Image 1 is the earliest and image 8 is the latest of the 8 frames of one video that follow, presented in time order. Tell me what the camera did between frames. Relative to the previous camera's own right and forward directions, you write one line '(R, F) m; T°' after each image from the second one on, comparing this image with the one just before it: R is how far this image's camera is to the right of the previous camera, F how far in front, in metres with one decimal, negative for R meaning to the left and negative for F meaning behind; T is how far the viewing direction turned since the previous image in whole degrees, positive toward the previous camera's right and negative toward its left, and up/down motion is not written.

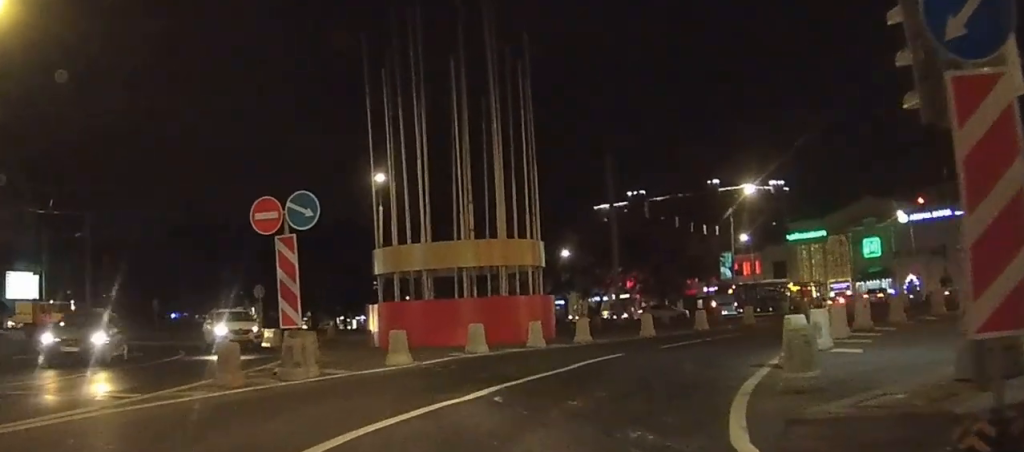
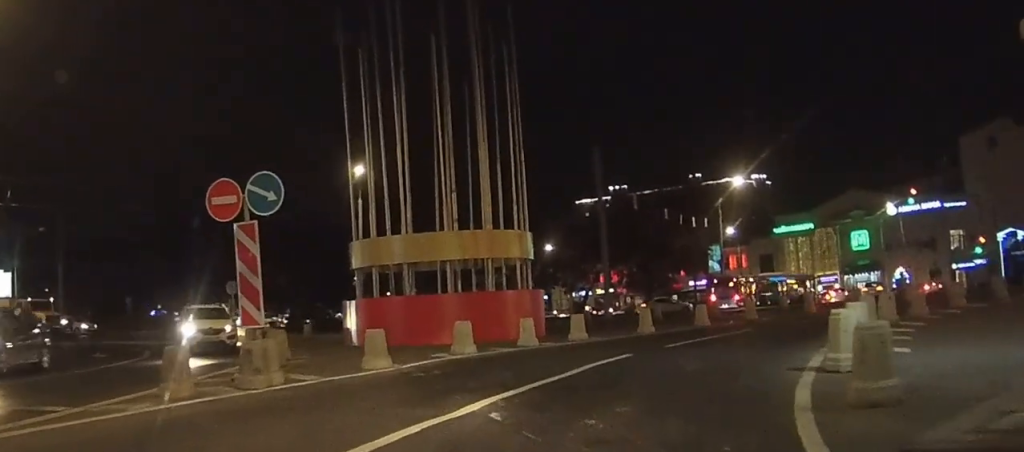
(0.0, +2.0) m; +2°
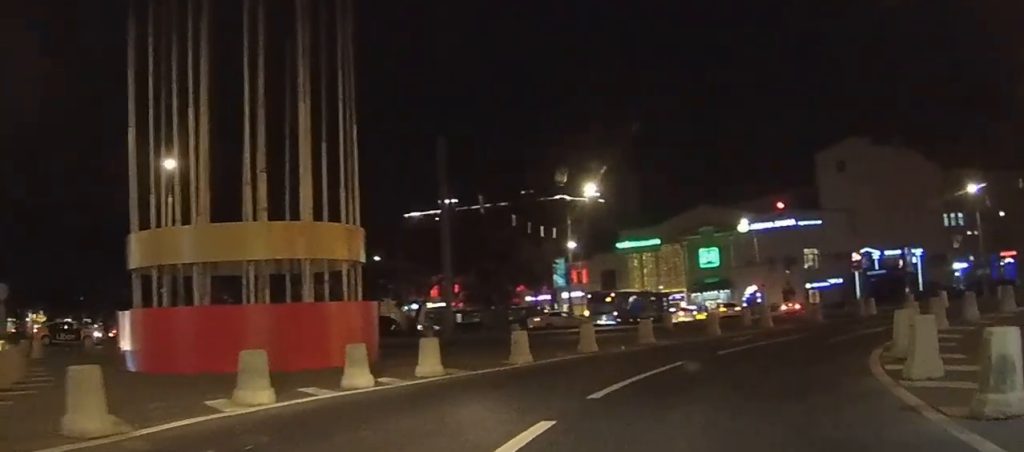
(+0.5, +7.1) m; +15°
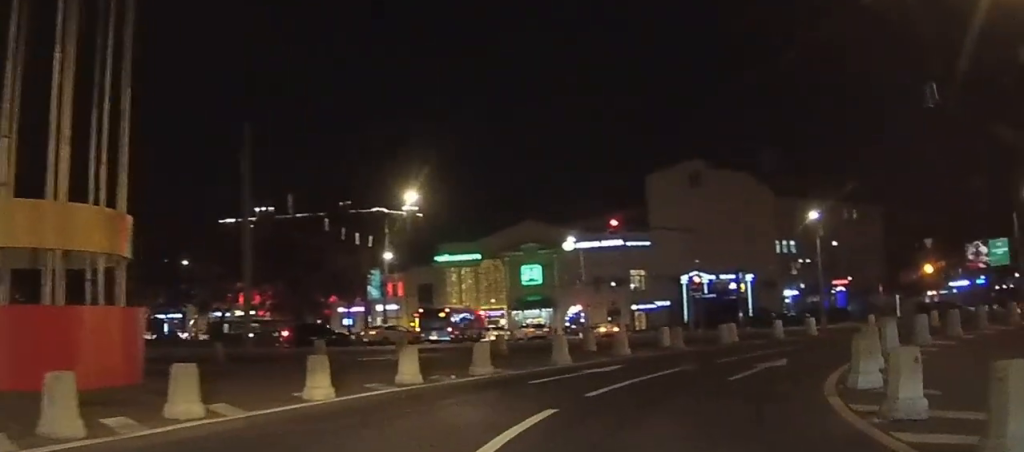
(+0.7, +5.0) m; +11°
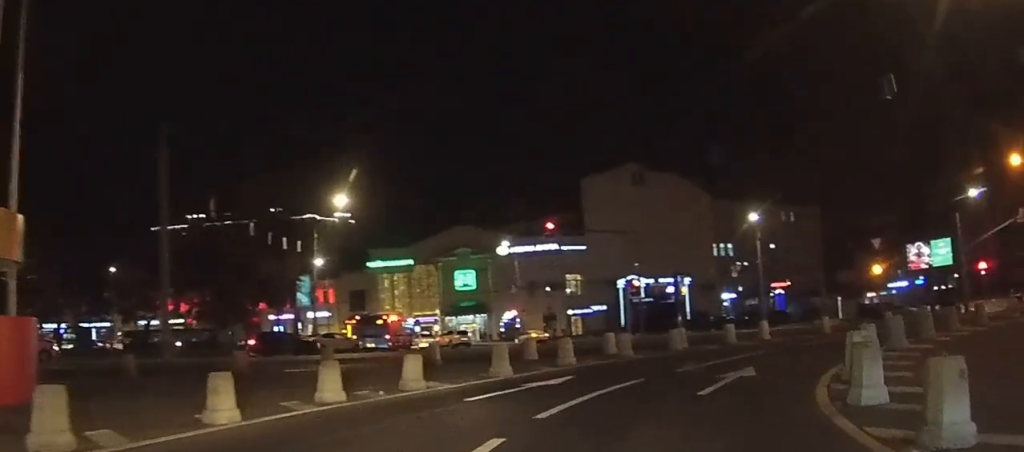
(+0.1, +2.1) m; +3°
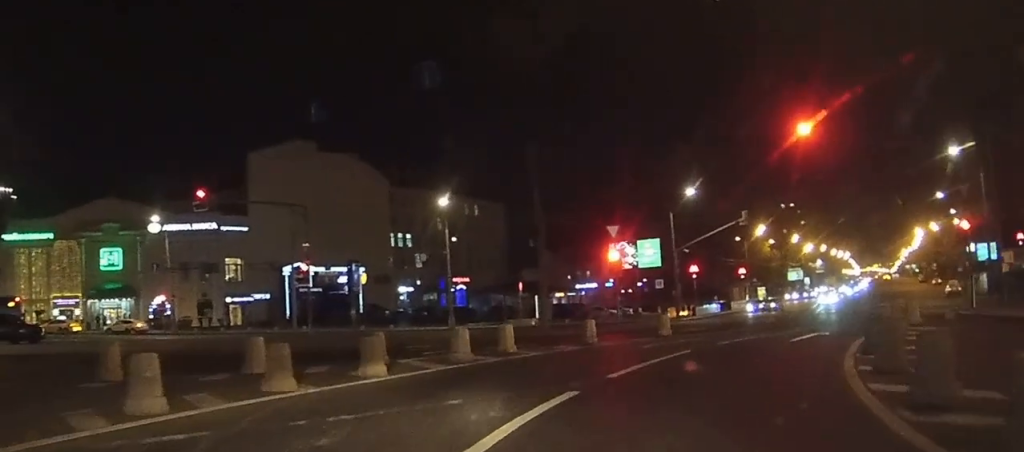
(+2.2, +11.5) m; +22°
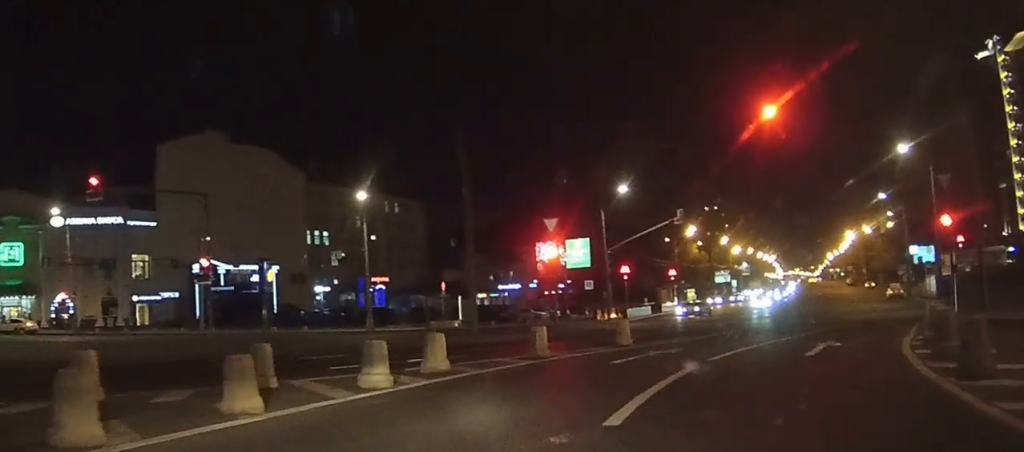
(+0.4, +4.9) m; +7°
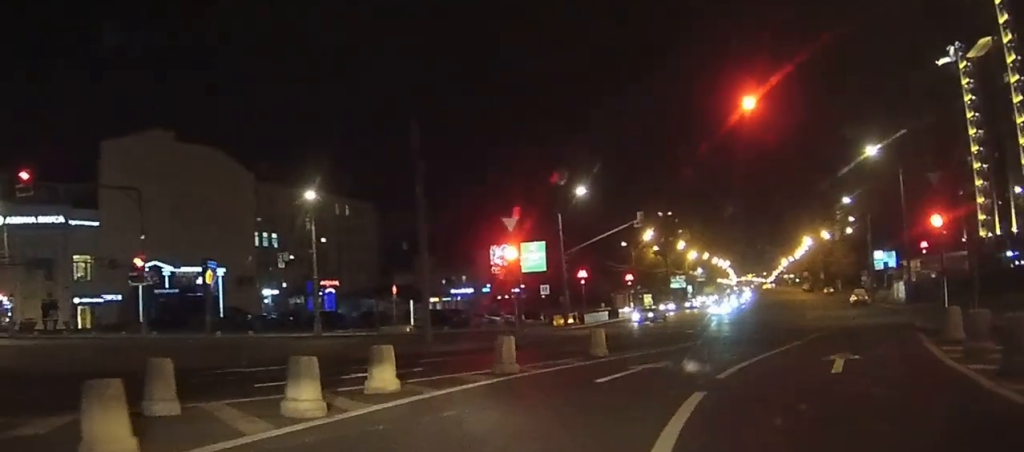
(+0.1, +3.0) m; +3°
